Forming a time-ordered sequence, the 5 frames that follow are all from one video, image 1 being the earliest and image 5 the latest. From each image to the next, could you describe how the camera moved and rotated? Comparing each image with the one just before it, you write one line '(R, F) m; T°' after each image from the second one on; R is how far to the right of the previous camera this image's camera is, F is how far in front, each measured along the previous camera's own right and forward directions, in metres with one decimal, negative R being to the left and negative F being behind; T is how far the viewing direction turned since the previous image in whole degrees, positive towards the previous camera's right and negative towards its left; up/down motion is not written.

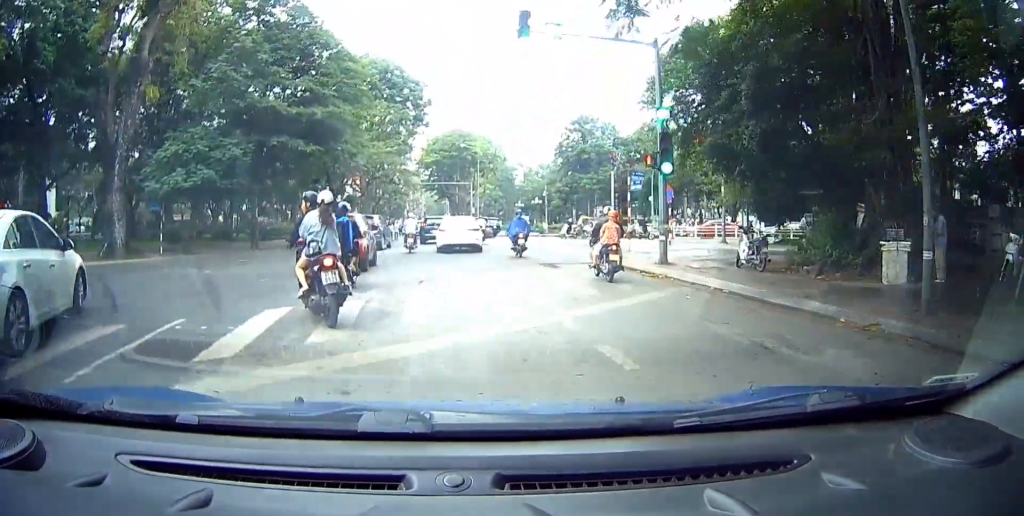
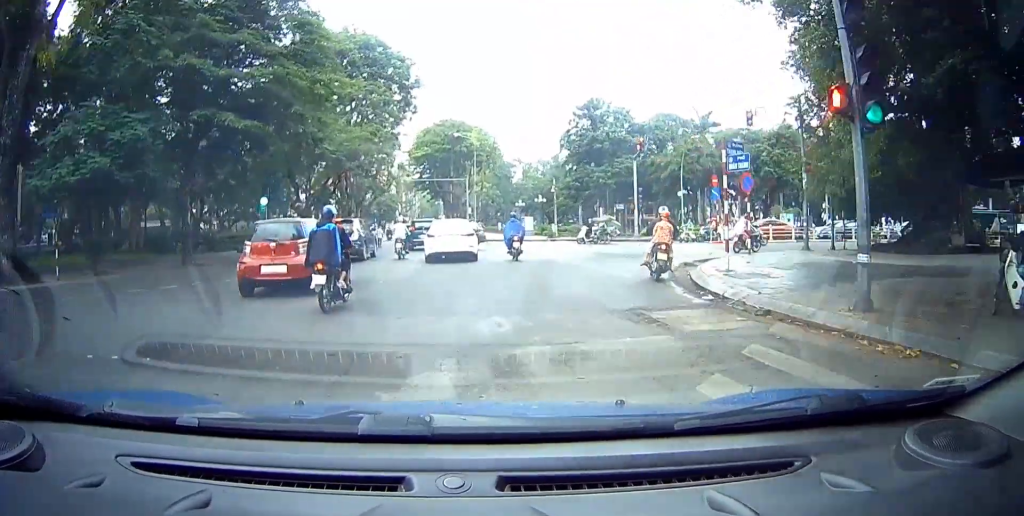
(+0.4, +7.1) m; +4°
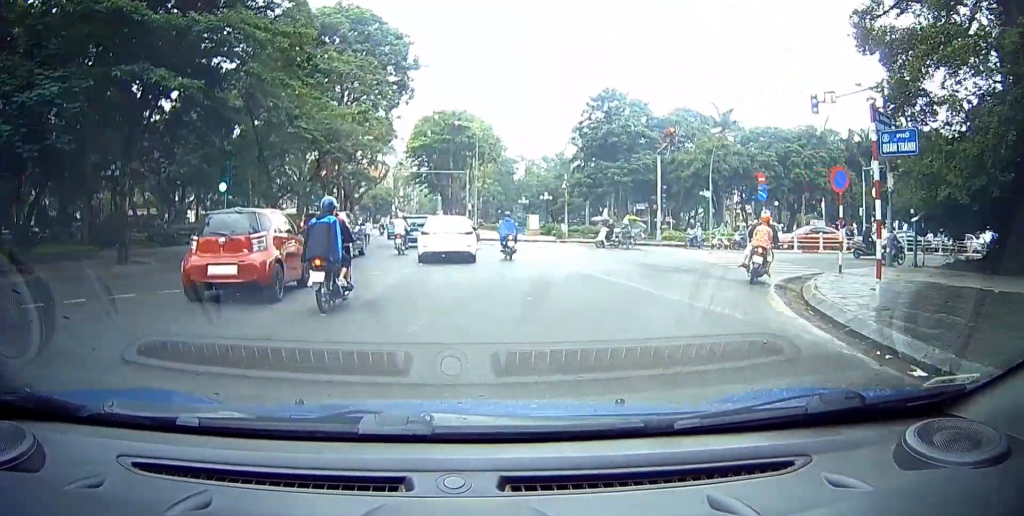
(0.0, +5.0) m; 0°
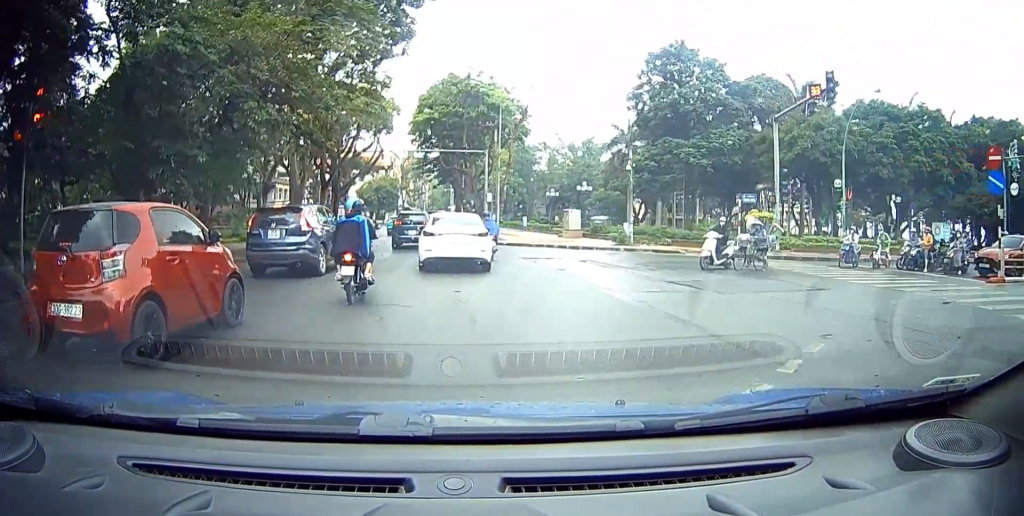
(0.0, +14.6) m; 0°
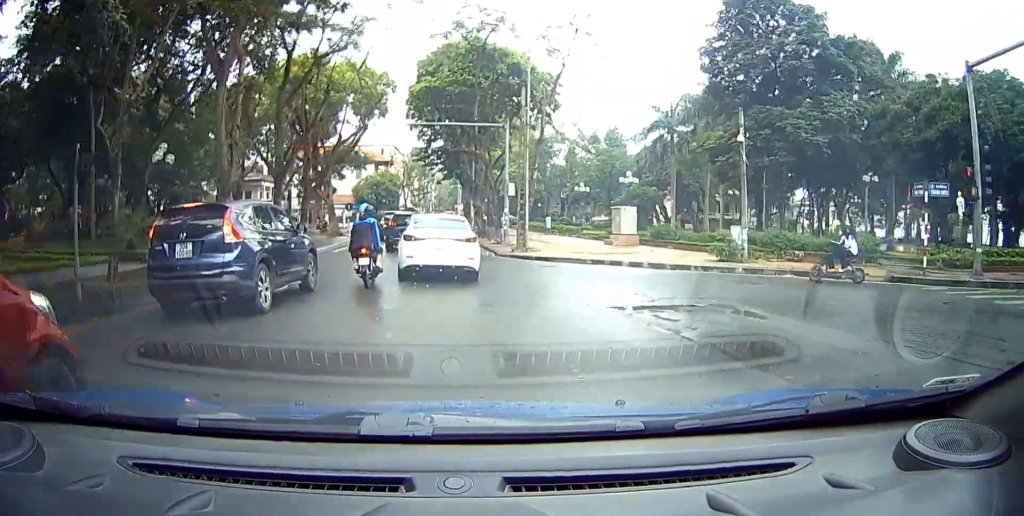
(0.0, +15.7) m; 0°
